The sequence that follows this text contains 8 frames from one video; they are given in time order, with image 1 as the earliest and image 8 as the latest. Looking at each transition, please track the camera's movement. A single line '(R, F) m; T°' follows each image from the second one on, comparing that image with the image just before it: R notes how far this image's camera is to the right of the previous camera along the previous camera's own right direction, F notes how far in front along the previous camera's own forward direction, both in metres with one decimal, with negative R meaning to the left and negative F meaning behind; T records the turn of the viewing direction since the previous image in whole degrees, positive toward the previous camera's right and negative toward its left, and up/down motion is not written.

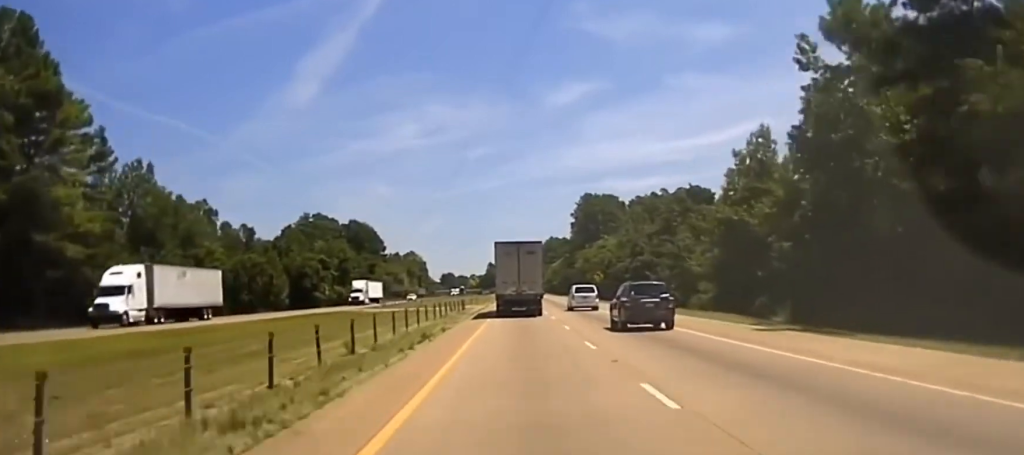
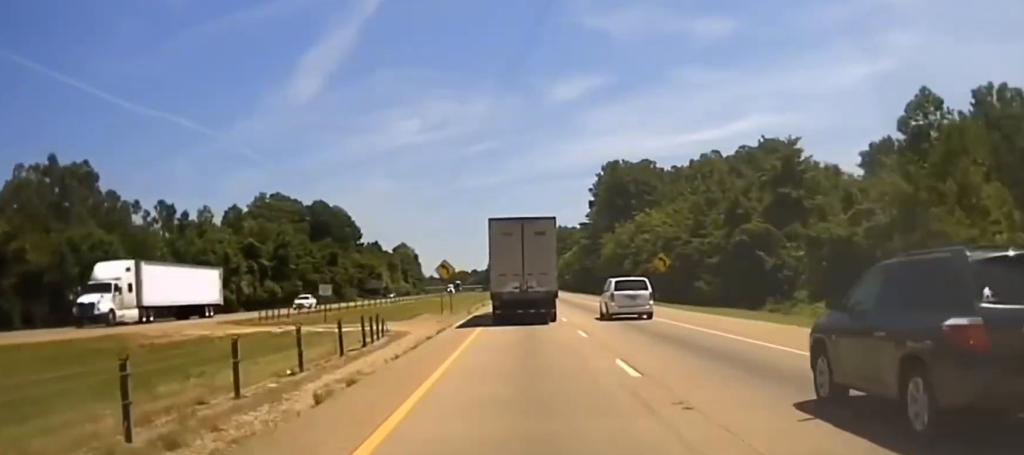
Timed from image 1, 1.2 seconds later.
(0.0, +61.6) m; -1°
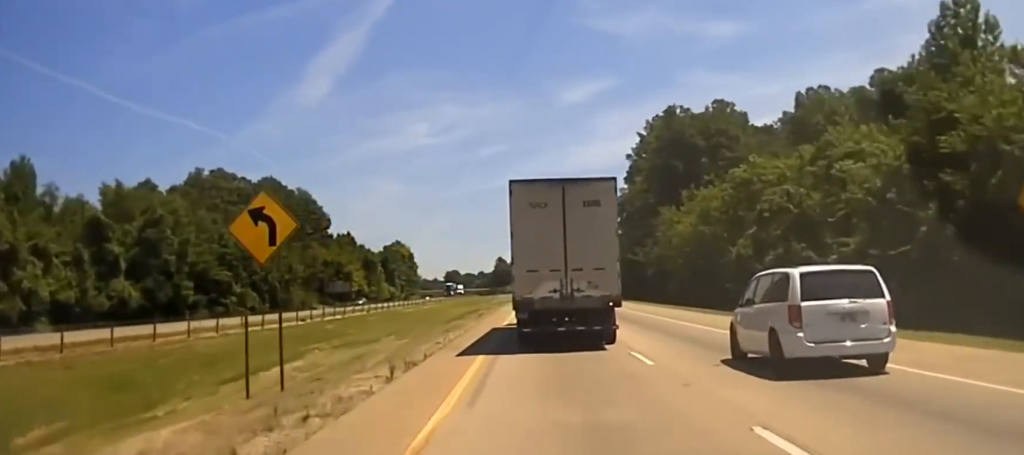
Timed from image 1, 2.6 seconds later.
(-0.9, +65.9) m; -1°
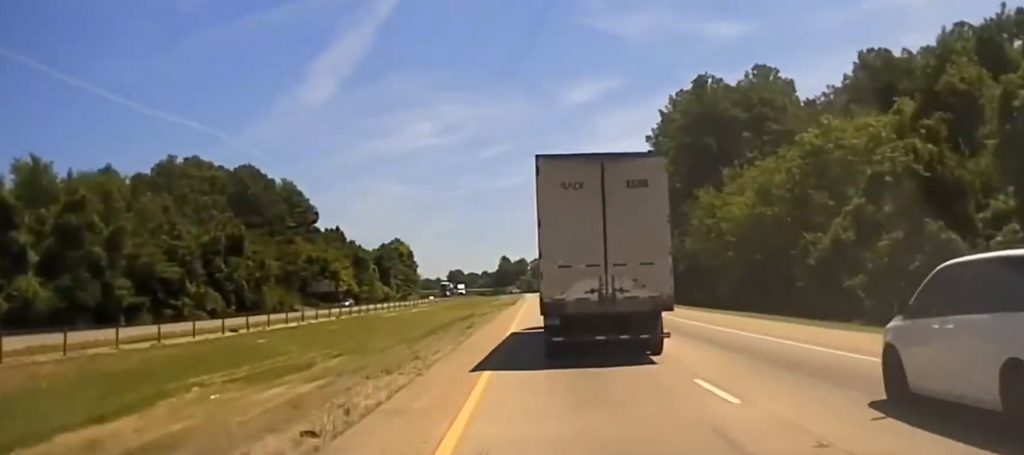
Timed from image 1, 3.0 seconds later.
(+0.1, +17.2) m; 0°
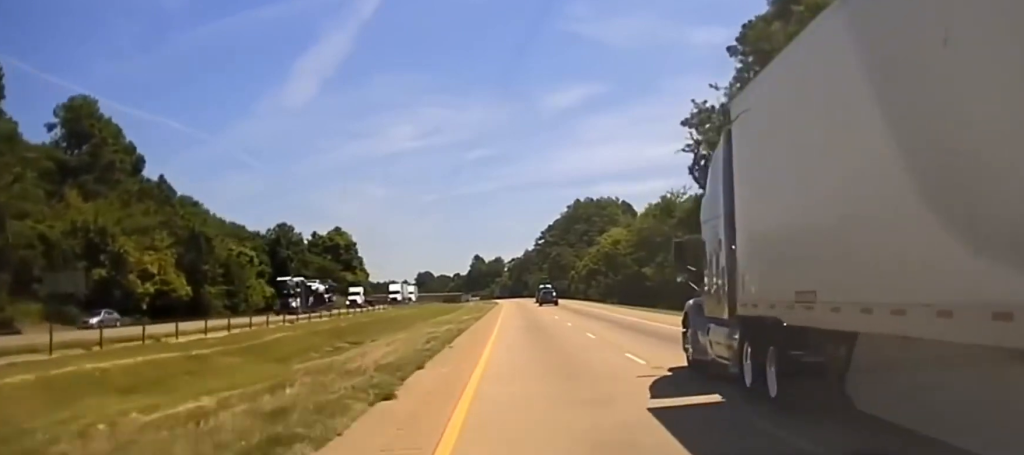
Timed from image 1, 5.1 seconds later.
(+1.7, +79.4) m; +2°
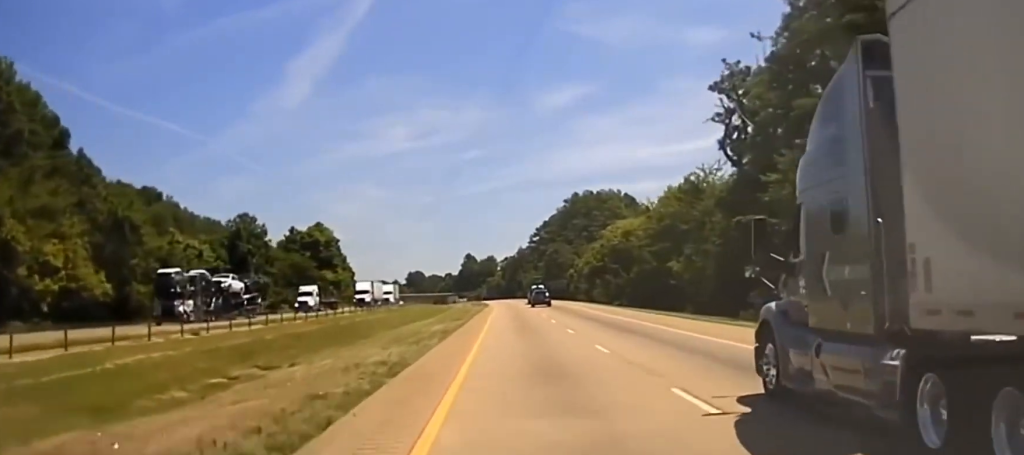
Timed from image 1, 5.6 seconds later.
(+0.1, +20.9) m; 0°
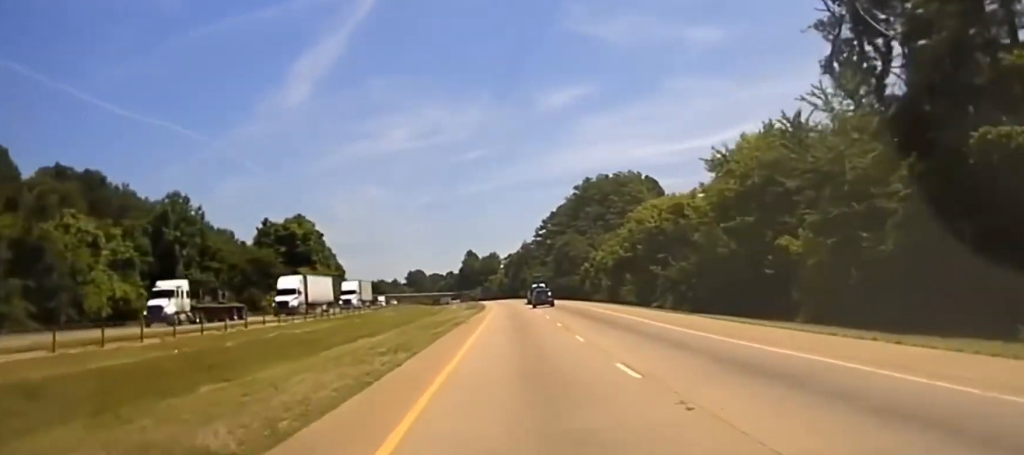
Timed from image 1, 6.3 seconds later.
(-0.1, +34.1) m; -1°
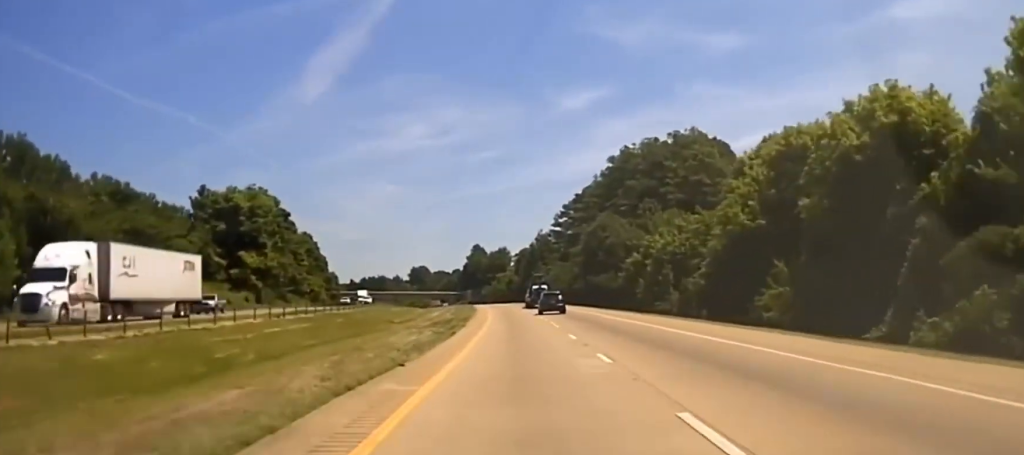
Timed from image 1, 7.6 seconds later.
(-0.7, +65.9) m; -1°
